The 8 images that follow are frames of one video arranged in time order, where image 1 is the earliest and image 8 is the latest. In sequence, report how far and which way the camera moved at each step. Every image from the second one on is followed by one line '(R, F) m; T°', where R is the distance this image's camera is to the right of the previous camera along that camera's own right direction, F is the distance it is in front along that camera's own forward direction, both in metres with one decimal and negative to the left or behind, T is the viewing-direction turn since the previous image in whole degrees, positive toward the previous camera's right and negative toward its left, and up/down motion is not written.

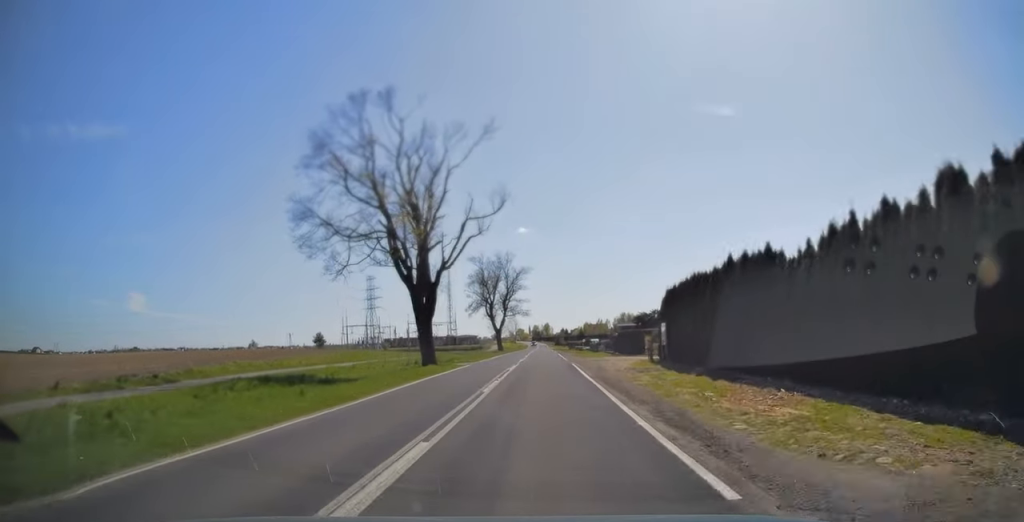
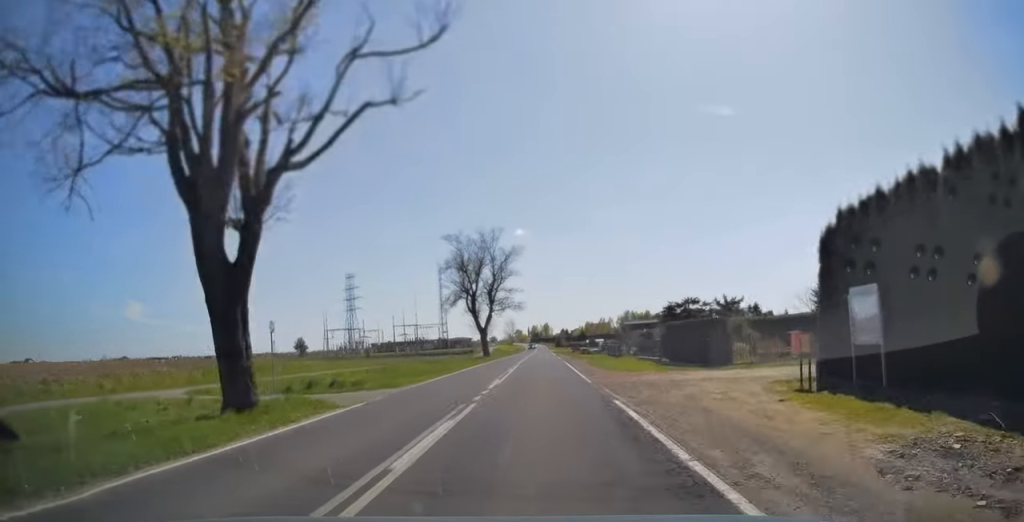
(-0.1, +21.0) m; 0°
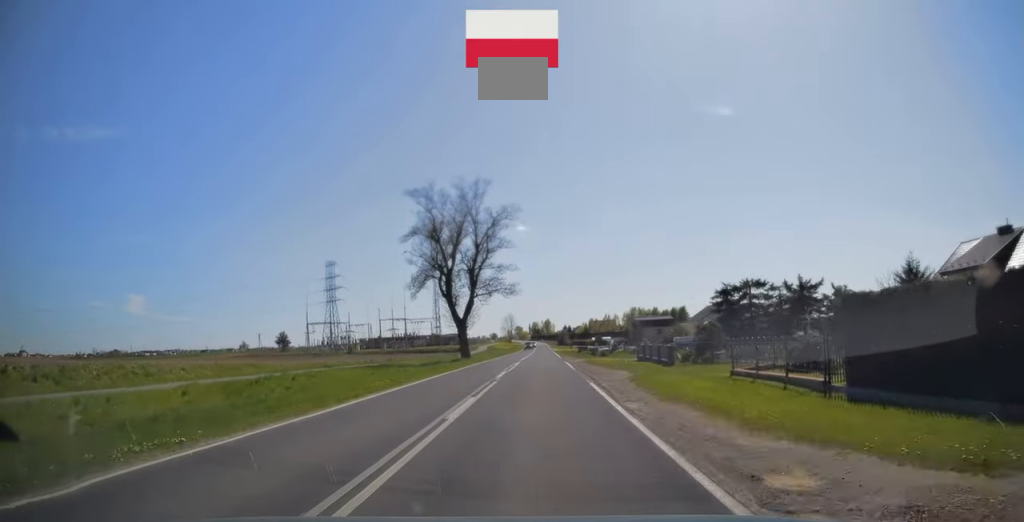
(-0.1, +19.2) m; 0°
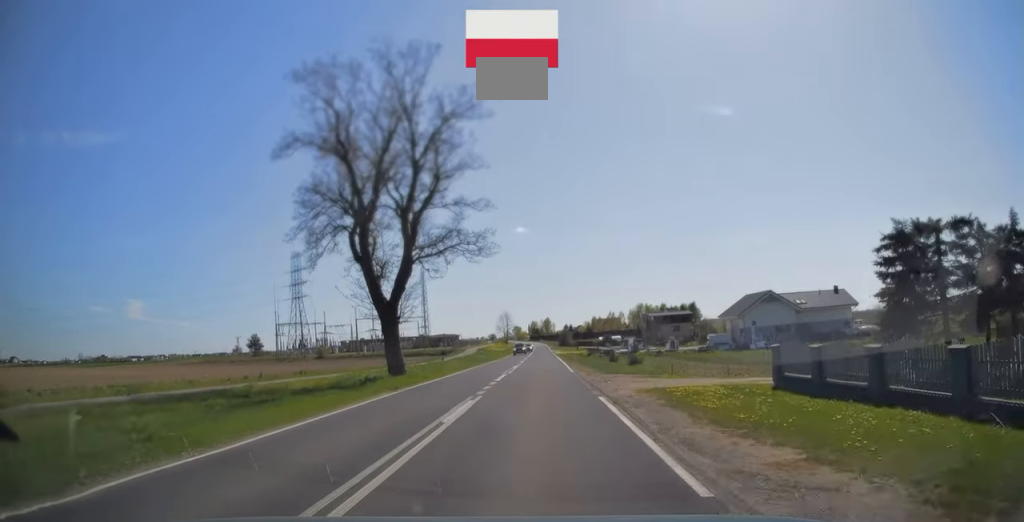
(0.0, +23.7) m; 0°
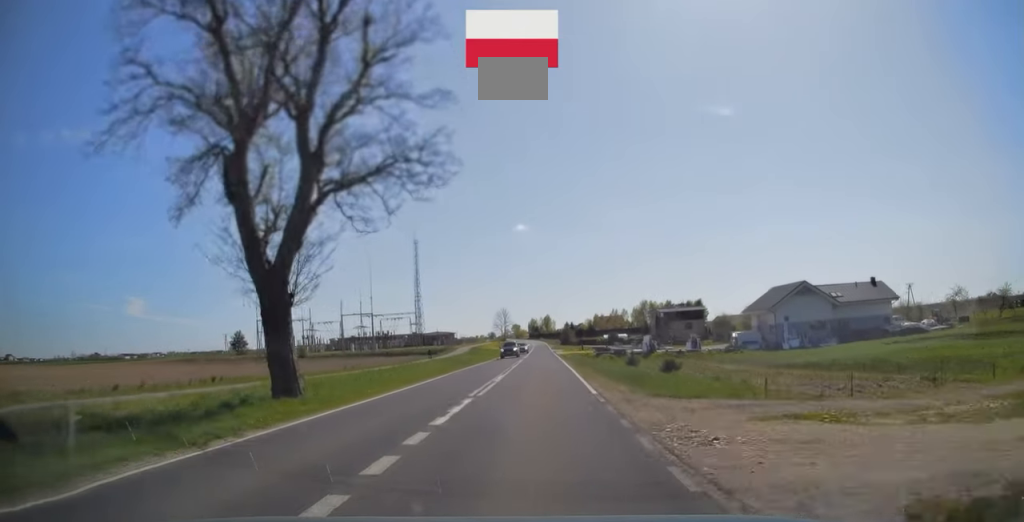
(0.0, +12.1) m; 0°
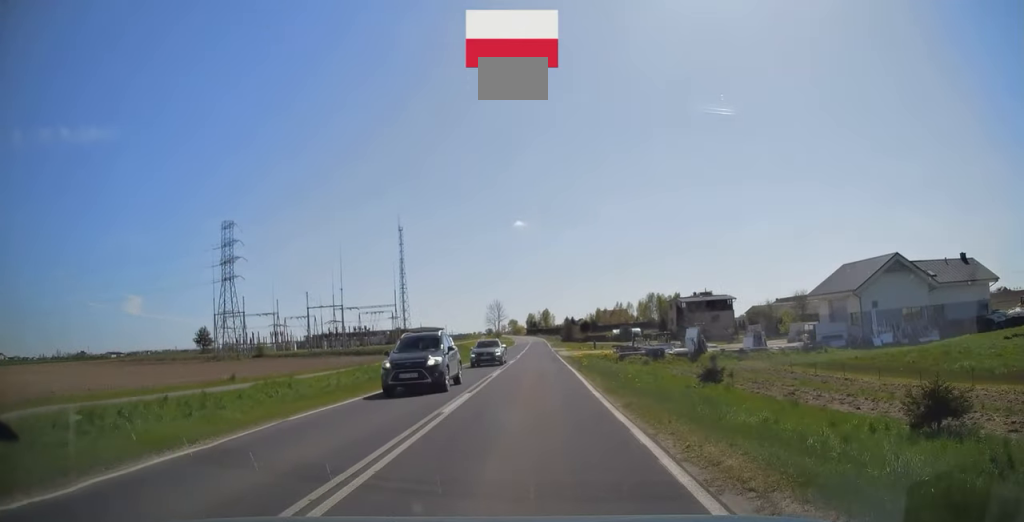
(0.0, +22.1) m; 0°
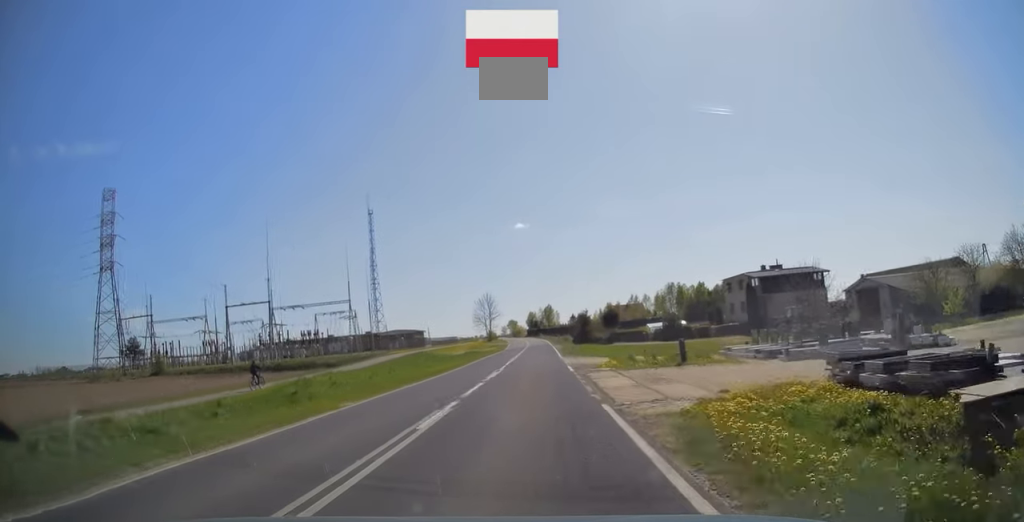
(0.0, +37.4) m; 0°
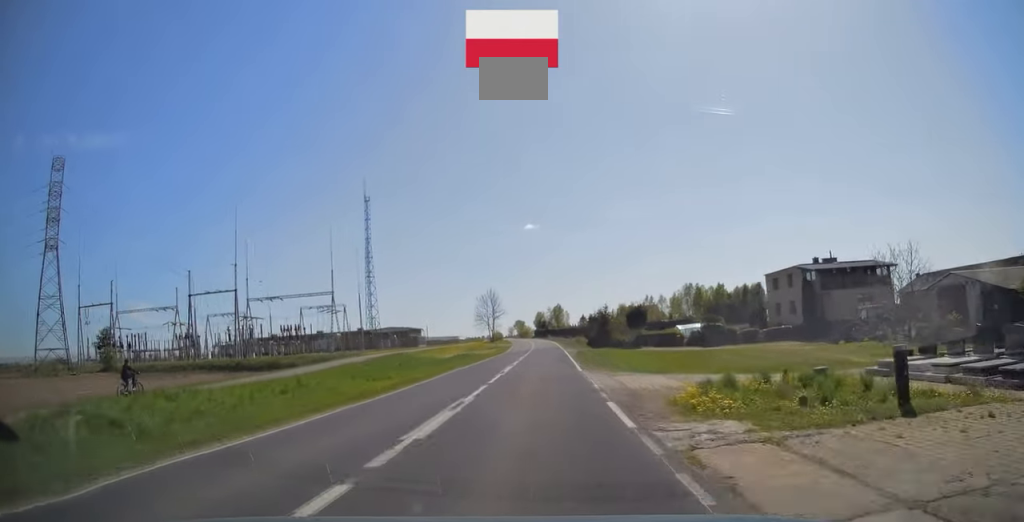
(-0.1, +13.9) m; 0°
